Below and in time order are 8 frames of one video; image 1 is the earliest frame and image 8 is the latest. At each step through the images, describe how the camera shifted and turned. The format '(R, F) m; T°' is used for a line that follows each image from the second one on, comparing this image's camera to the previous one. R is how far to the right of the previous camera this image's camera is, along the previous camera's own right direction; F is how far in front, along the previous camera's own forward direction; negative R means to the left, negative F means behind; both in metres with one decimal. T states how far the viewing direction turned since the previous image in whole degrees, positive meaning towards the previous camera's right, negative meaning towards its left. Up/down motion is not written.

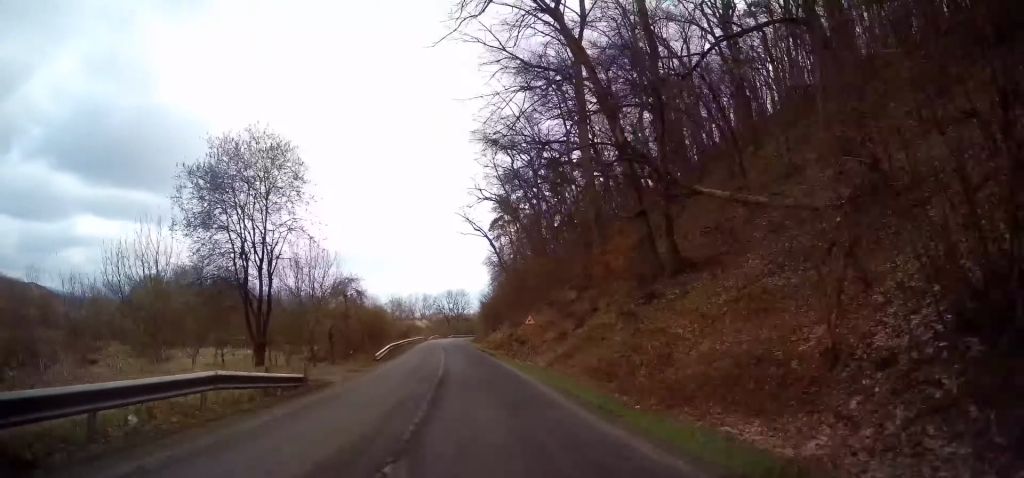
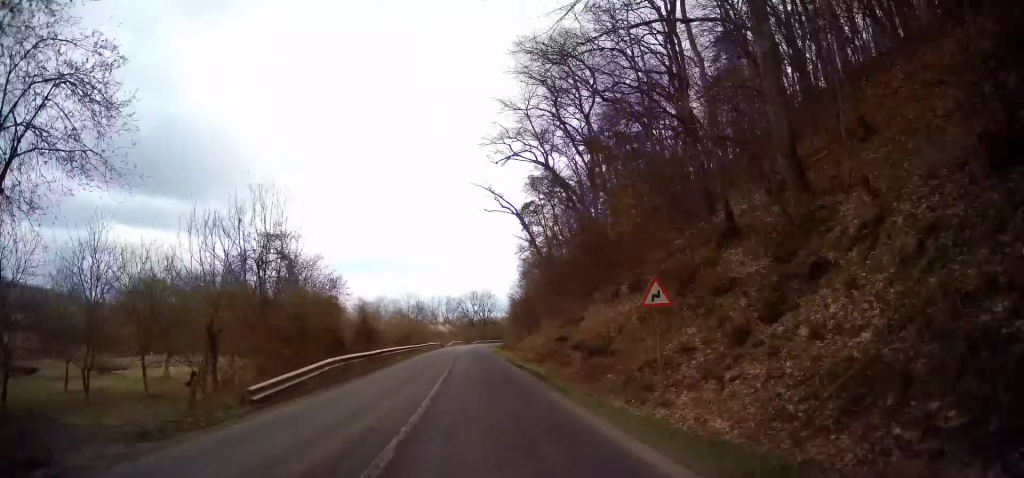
(-0.3, +17.2) m; -3°
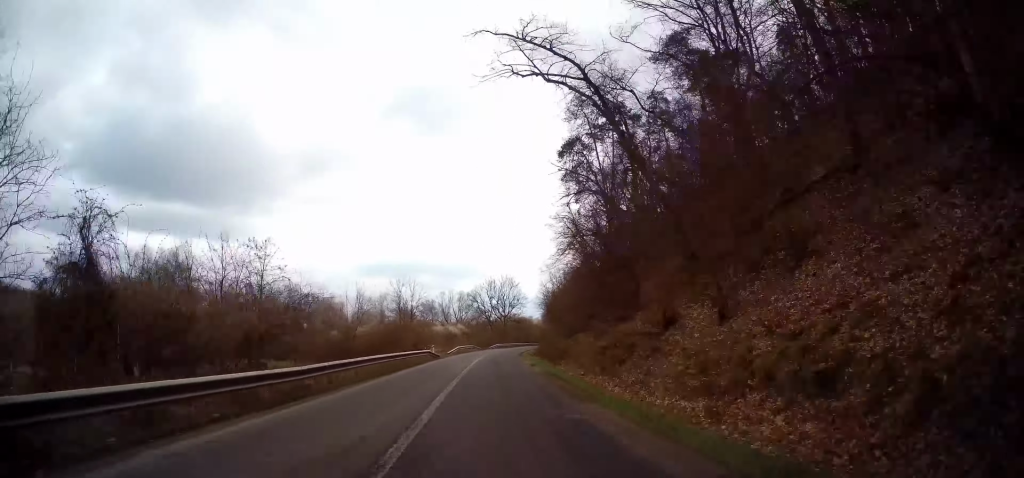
(-1.0, +33.7) m; -1°
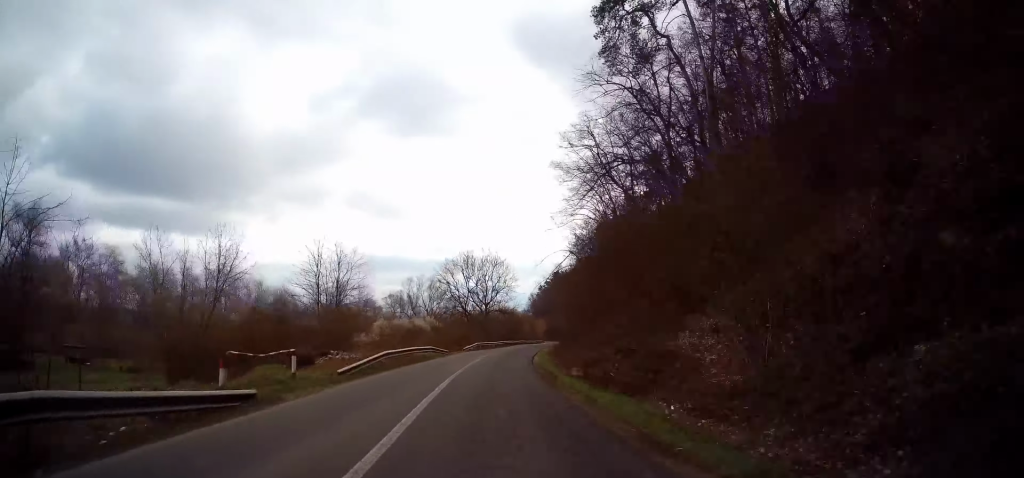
(+0.7, +33.2) m; +3°
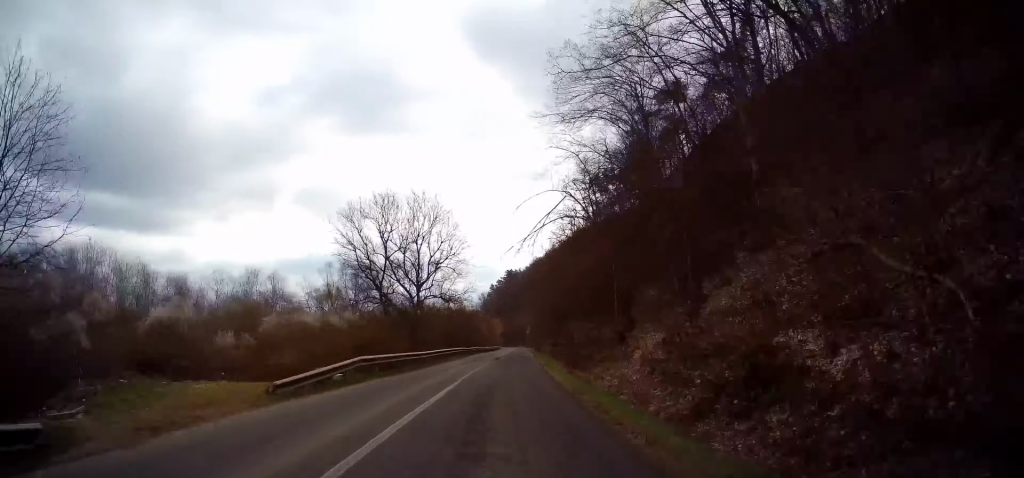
(+1.5, +37.0) m; +5°
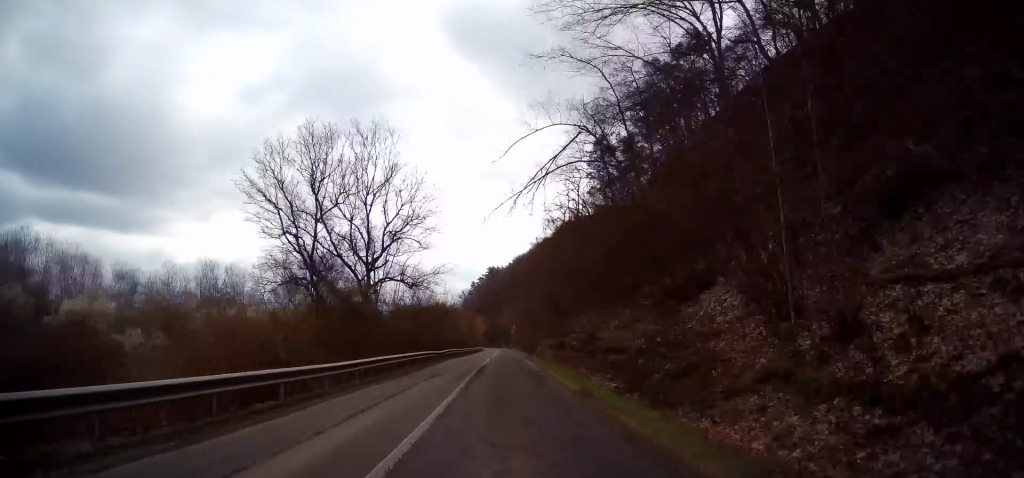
(+0.4, +15.4) m; +2°
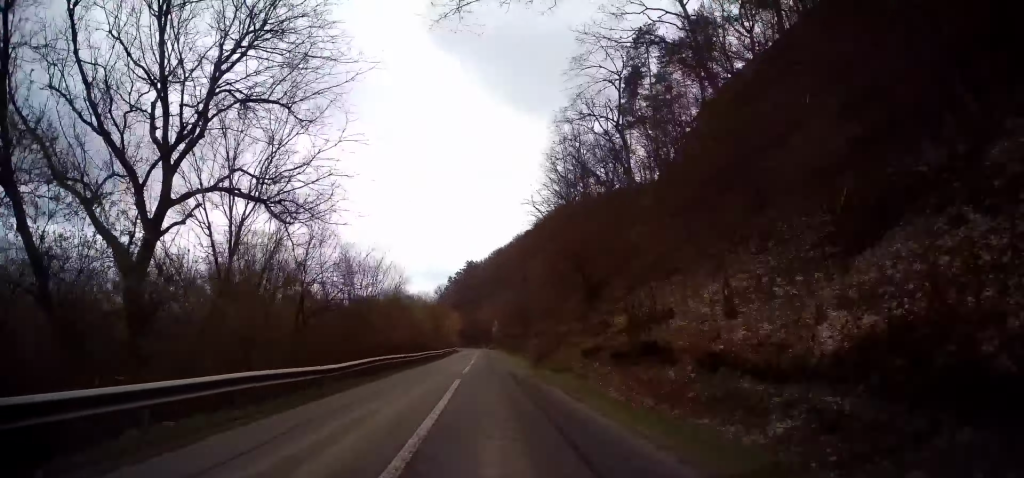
(+0.6, +22.9) m; +2°
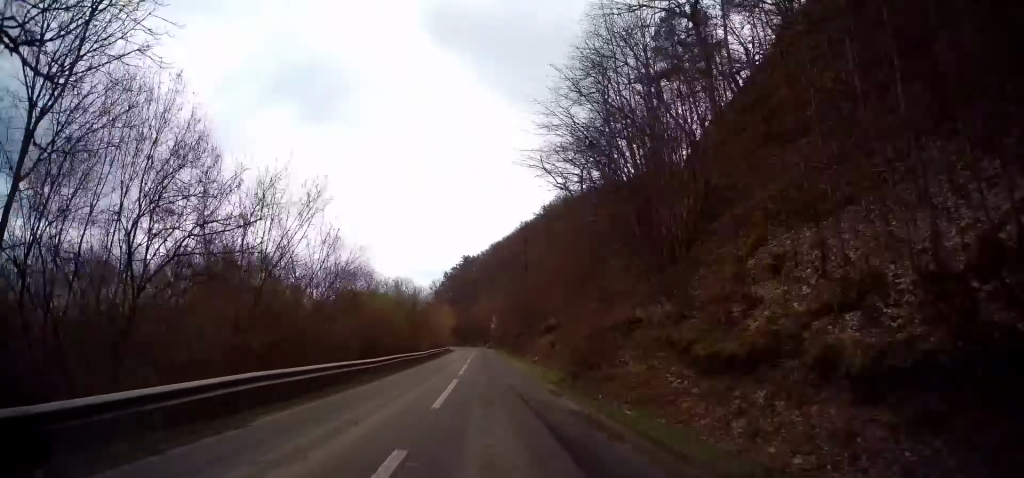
(+0.2, +11.4) m; 0°
